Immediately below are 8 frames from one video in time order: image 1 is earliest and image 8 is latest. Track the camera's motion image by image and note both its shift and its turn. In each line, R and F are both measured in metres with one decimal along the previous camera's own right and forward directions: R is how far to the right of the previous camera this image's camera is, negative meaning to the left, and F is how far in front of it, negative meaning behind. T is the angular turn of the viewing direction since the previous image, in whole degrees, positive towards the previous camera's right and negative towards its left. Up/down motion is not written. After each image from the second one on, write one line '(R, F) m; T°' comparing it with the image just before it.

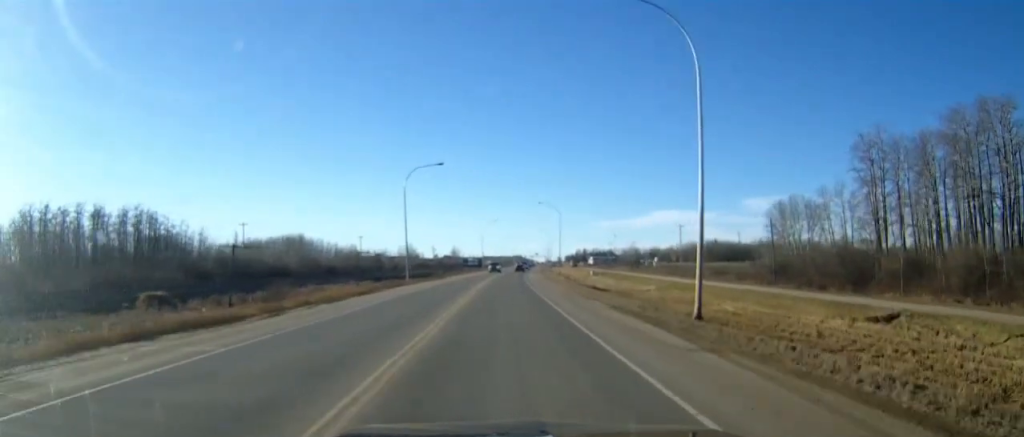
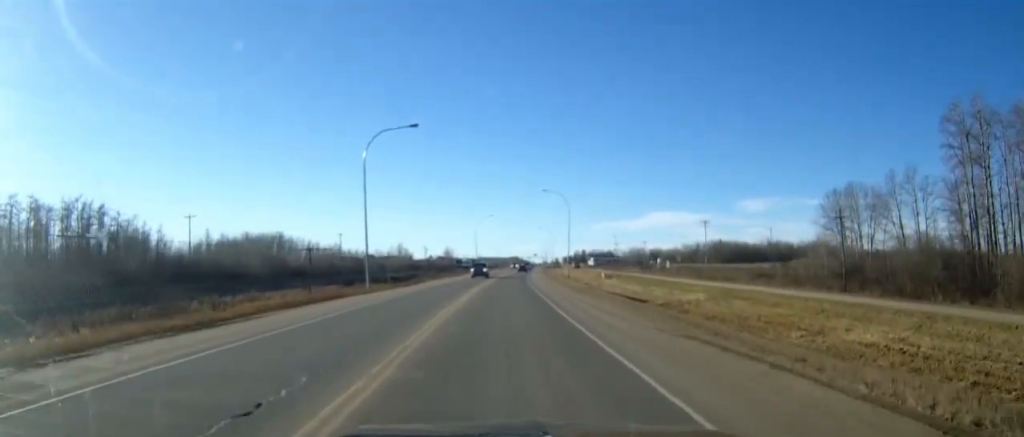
(+0.1, +22.1) m; 0°
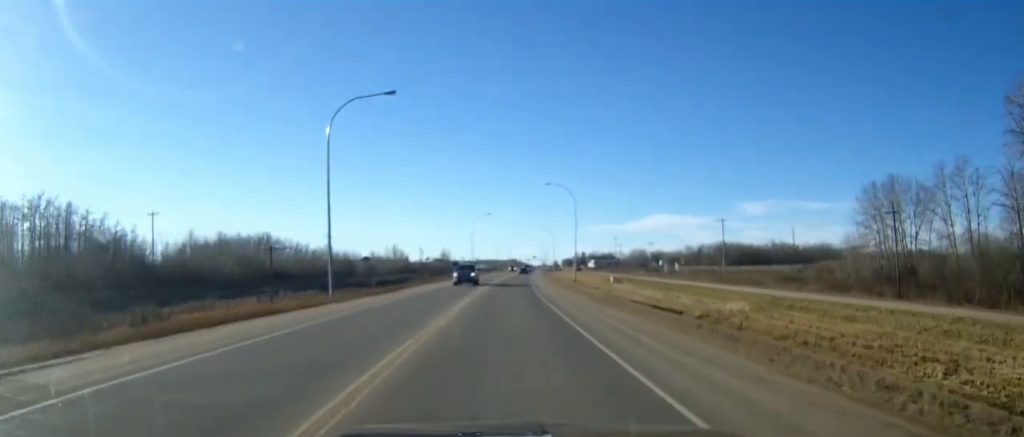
(0.0, +11.9) m; 0°
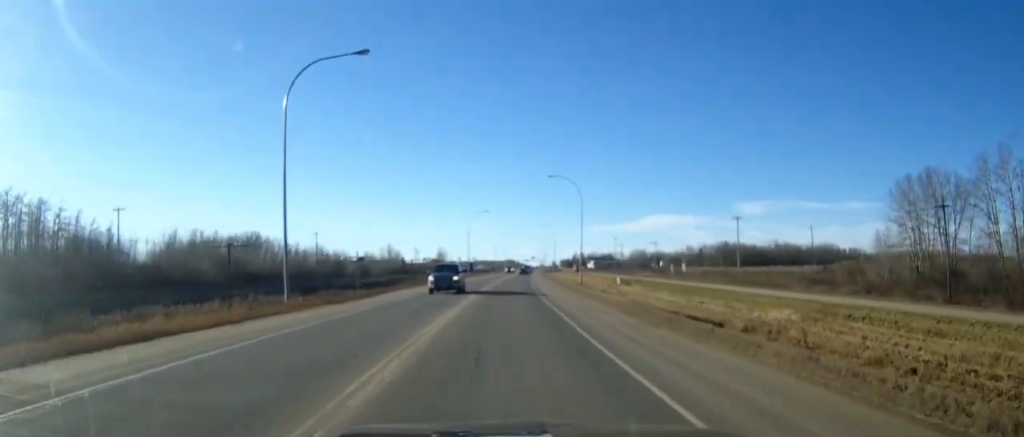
(0.0, +9.1) m; 0°
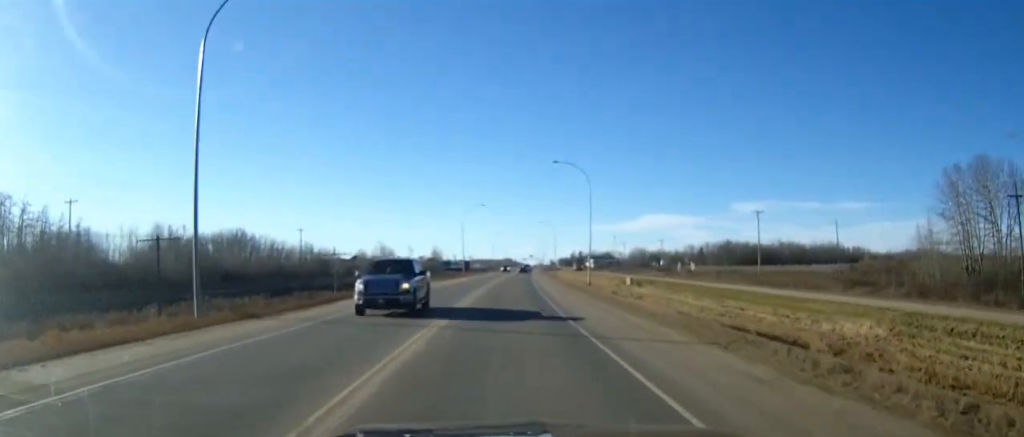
(0.0, +10.9) m; 0°
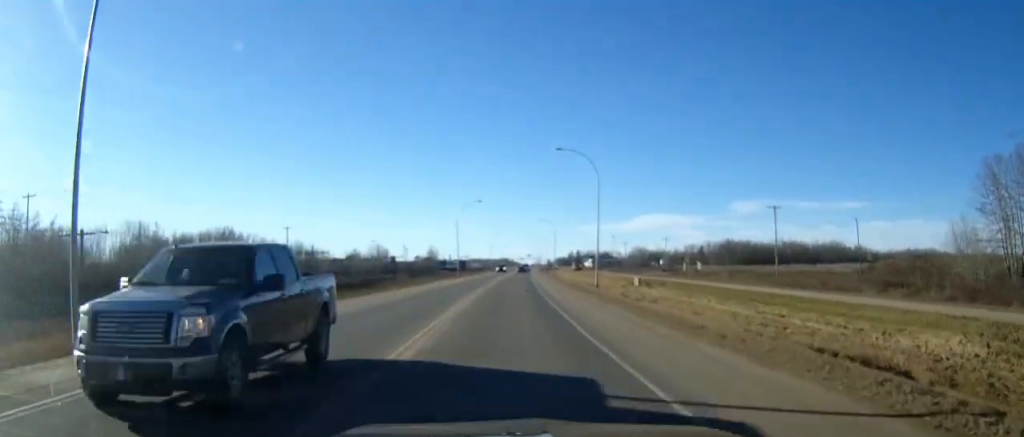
(0.0, +8.0) m; 0°
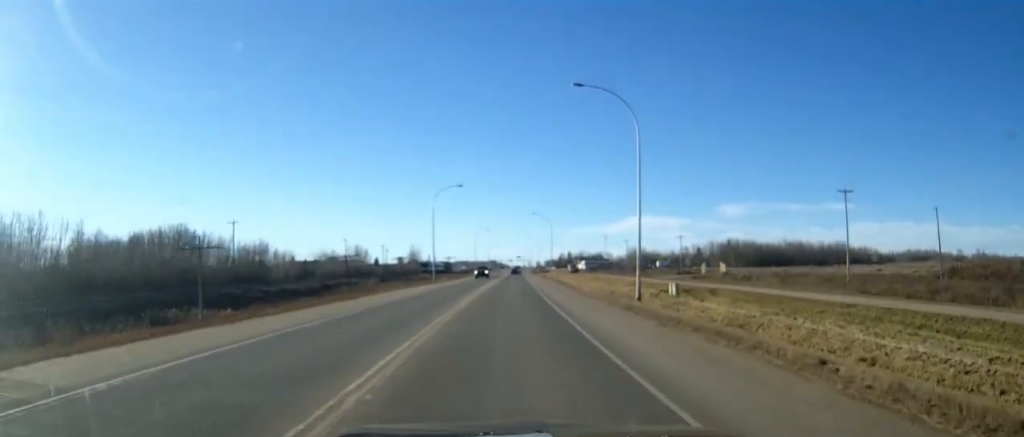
(+0.2, +24.9) m; +1°
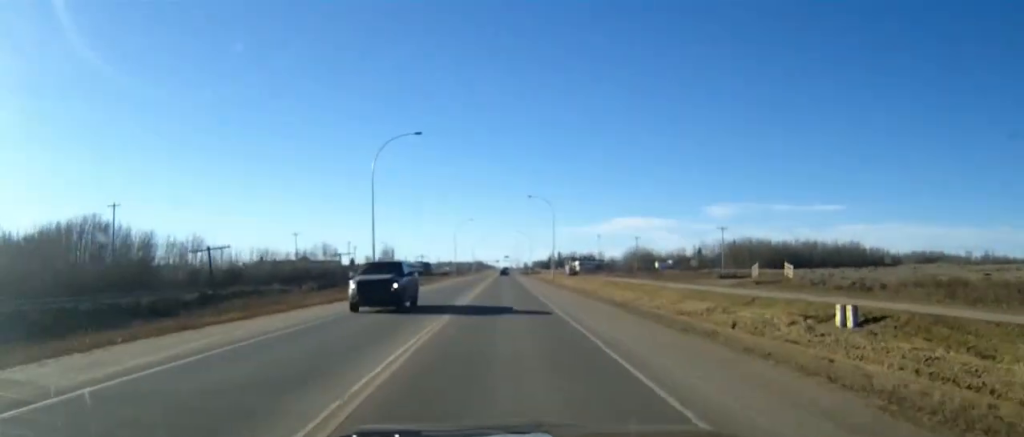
(+0.4, +37.6) m; +1°
